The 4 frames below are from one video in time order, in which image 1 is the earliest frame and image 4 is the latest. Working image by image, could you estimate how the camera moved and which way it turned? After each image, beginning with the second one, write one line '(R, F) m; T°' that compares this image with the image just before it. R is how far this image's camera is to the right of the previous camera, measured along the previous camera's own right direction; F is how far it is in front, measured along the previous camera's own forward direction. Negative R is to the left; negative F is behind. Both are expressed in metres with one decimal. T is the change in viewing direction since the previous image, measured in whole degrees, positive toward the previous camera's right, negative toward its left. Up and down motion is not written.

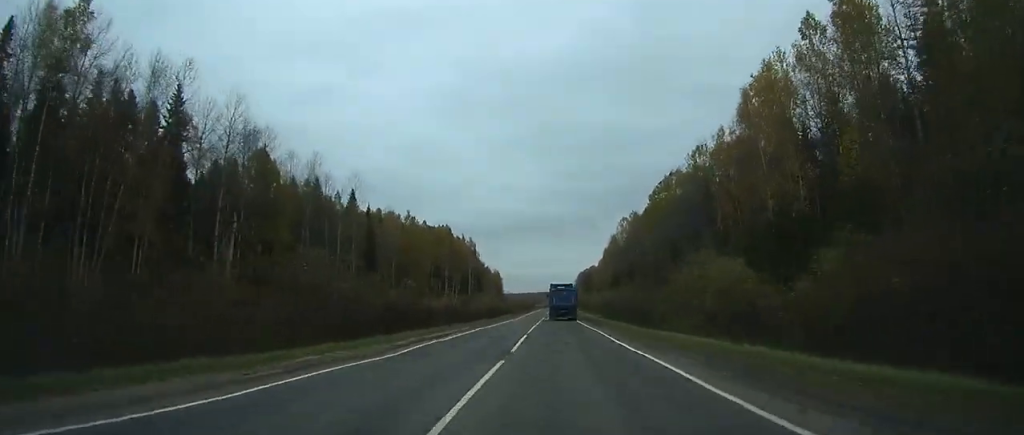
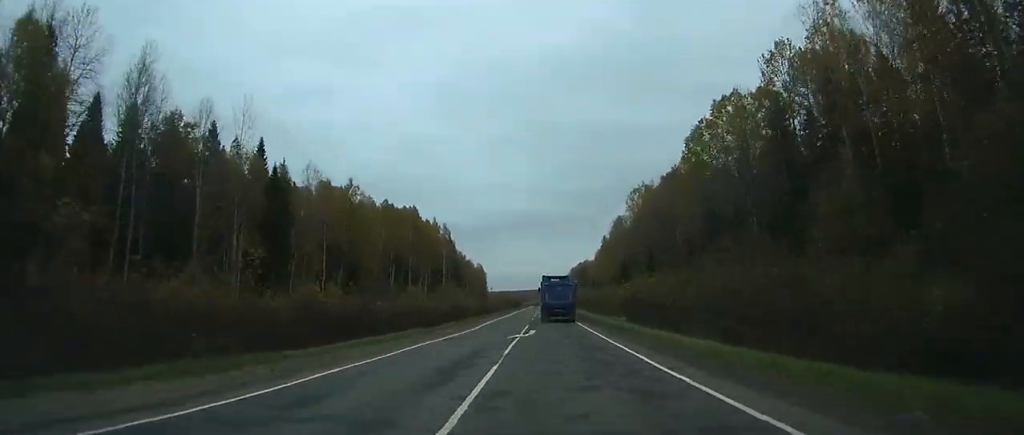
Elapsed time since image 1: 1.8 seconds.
(+0.2, +35.9) m; 0°
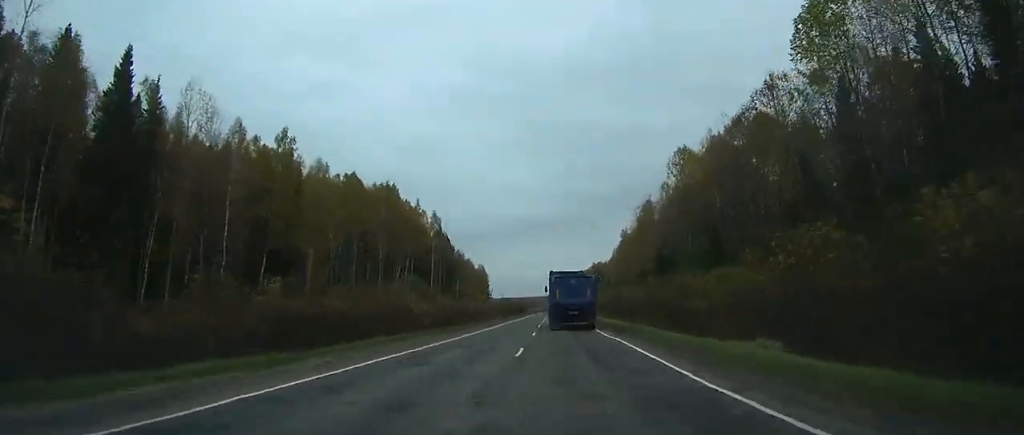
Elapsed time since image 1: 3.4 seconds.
(0.0, +32.4) m; 0°
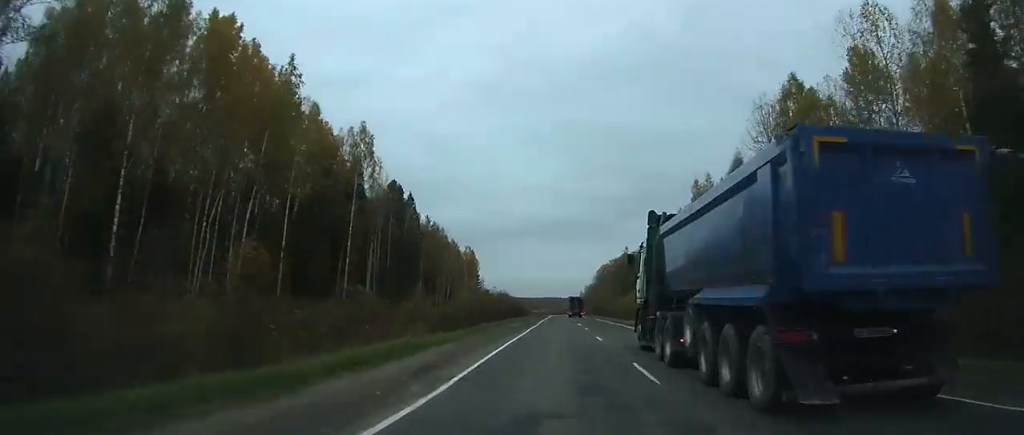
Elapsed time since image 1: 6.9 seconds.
(-0.3, +78.9) m; 0°
